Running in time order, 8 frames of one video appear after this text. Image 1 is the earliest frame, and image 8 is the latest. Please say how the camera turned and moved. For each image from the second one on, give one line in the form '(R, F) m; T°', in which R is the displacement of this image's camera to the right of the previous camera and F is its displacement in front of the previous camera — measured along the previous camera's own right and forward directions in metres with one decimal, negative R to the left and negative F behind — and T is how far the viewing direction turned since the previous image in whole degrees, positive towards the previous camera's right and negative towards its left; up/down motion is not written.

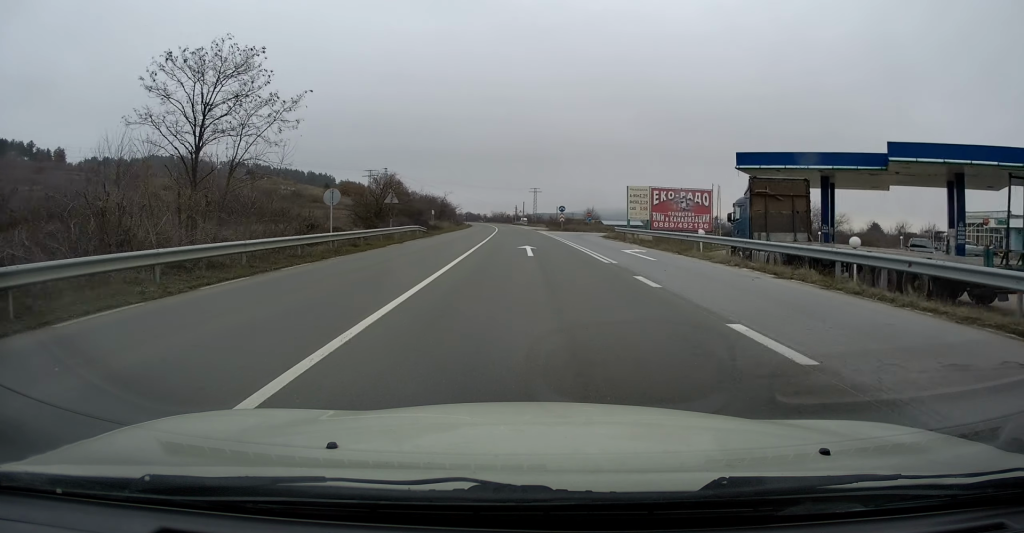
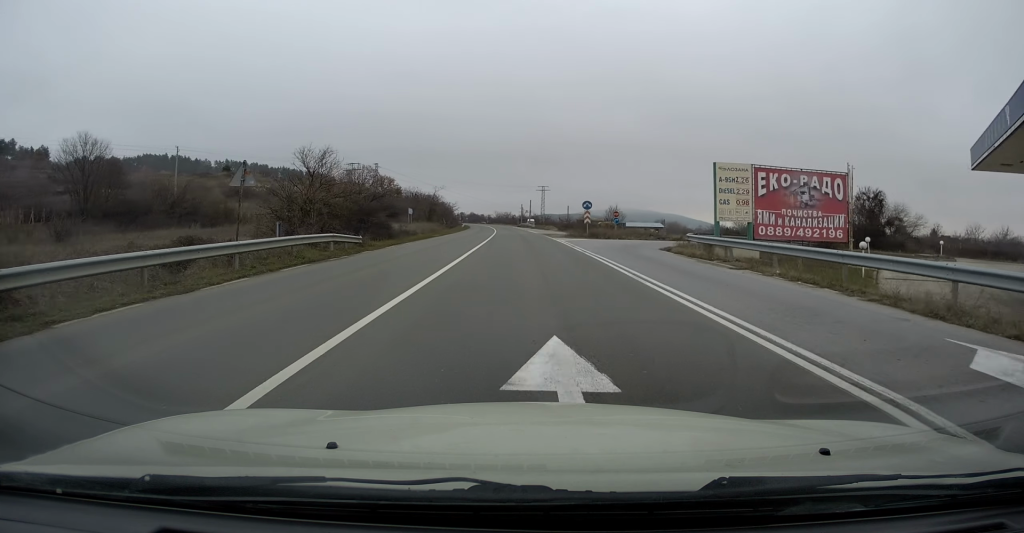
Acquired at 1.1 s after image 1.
(-0.2, +20.2) m; -1°
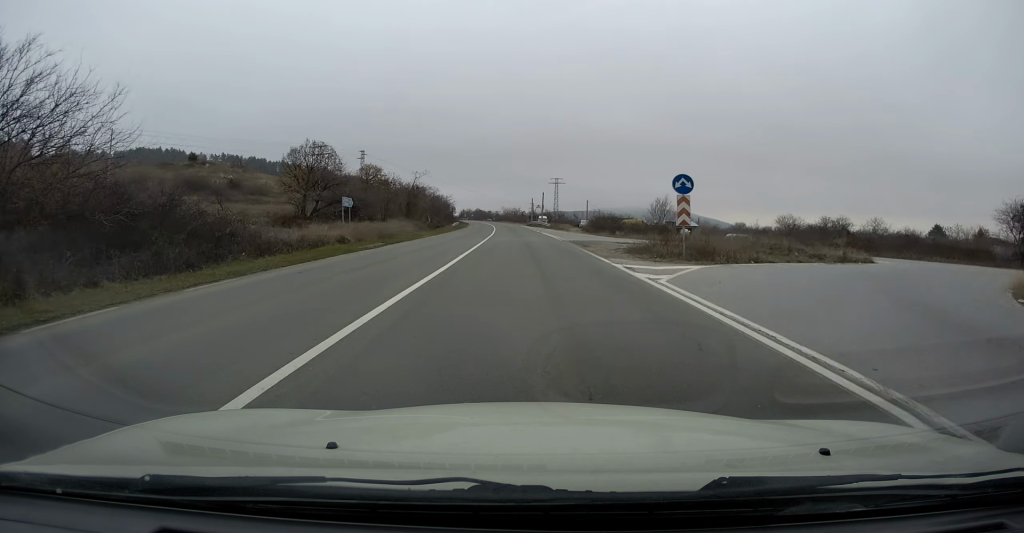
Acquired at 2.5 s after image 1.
(-0.3, +24.2) m; -1°
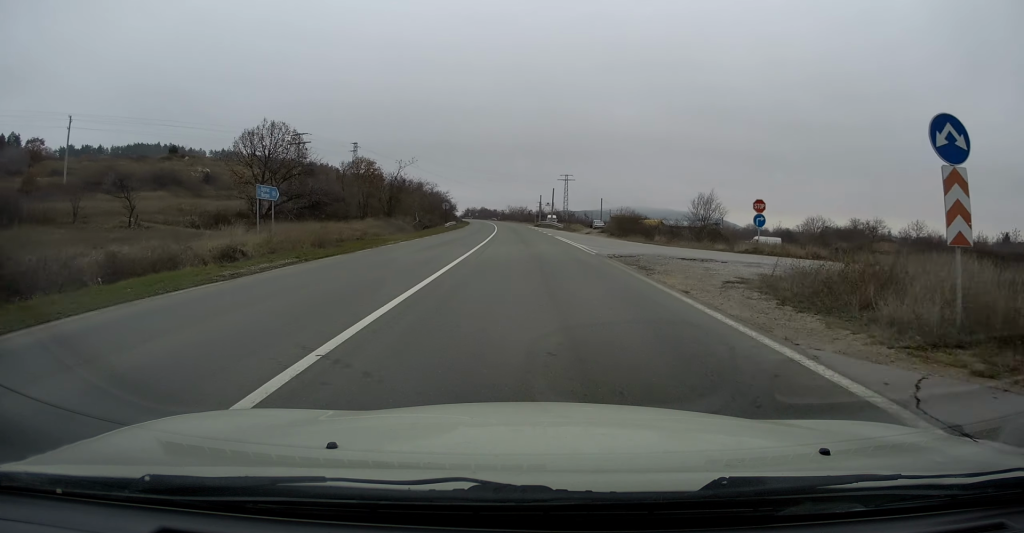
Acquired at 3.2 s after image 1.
(0.0, +12.0) m; 0°
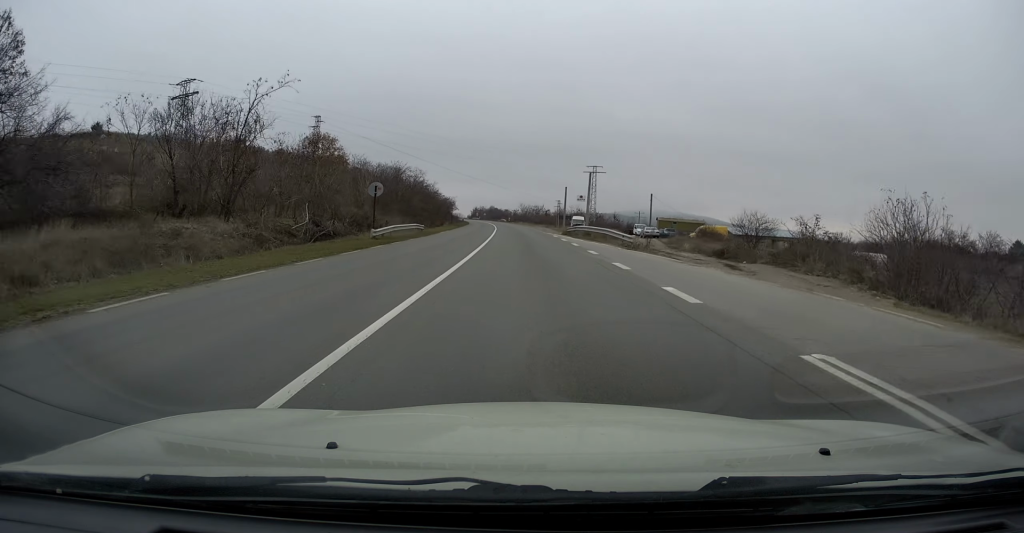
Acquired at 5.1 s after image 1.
(-0.2, +31.3) m; -2°
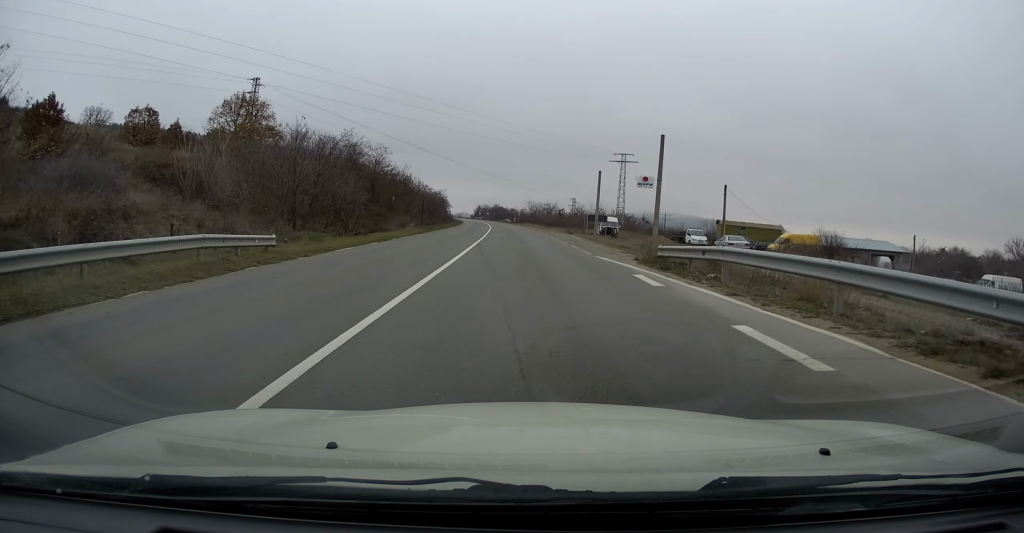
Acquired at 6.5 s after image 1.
(-0.4, +23.6) m; -2°
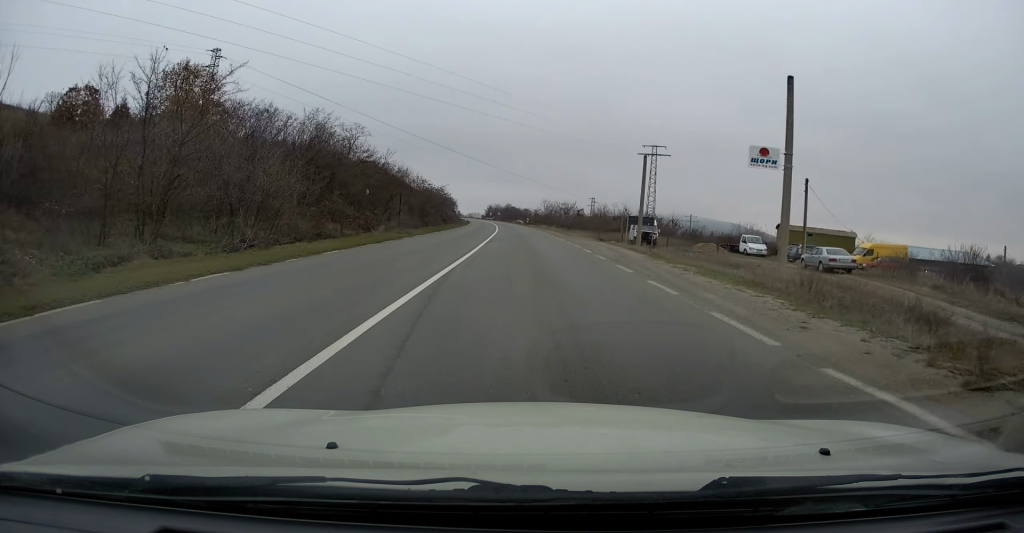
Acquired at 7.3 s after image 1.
(-0.1, +13.4) m; 0°
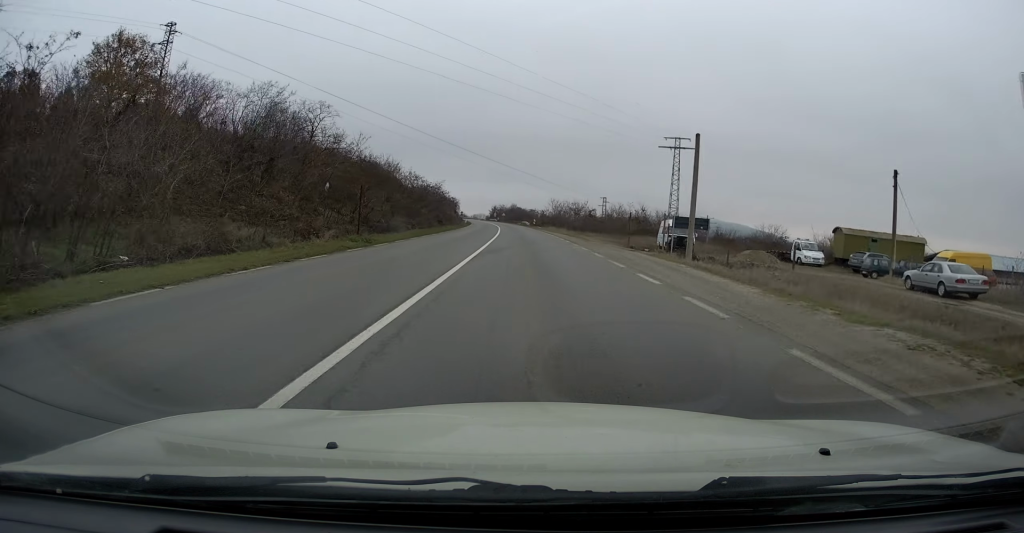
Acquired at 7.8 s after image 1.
(0.0, +10.1) m; 0°
